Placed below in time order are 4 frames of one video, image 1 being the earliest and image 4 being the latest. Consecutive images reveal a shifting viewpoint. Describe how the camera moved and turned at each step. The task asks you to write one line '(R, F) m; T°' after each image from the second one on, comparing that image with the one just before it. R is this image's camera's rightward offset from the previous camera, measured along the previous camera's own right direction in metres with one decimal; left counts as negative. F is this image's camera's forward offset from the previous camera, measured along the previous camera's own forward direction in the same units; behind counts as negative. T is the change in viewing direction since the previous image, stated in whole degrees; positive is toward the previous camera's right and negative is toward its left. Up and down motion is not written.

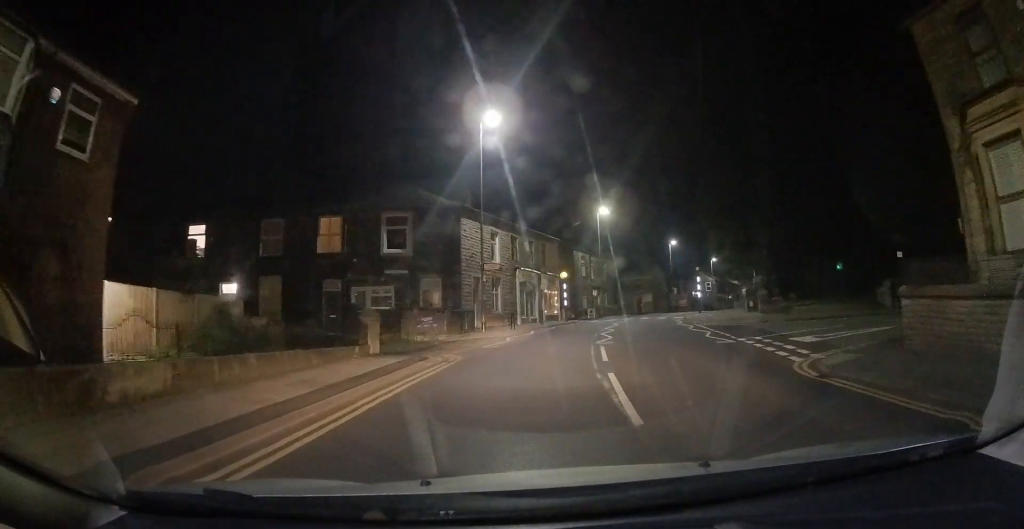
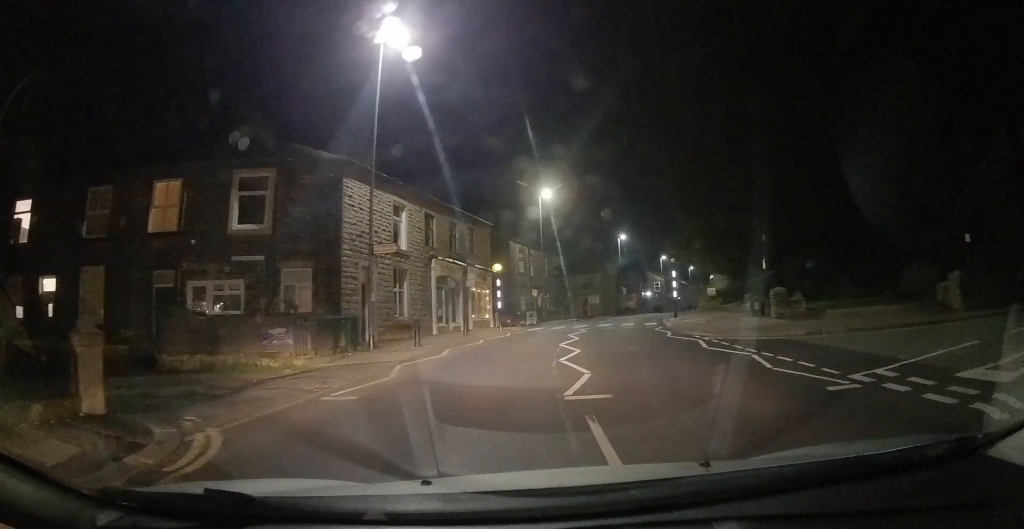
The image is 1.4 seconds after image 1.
(+0.3, +11.6) m; +1°
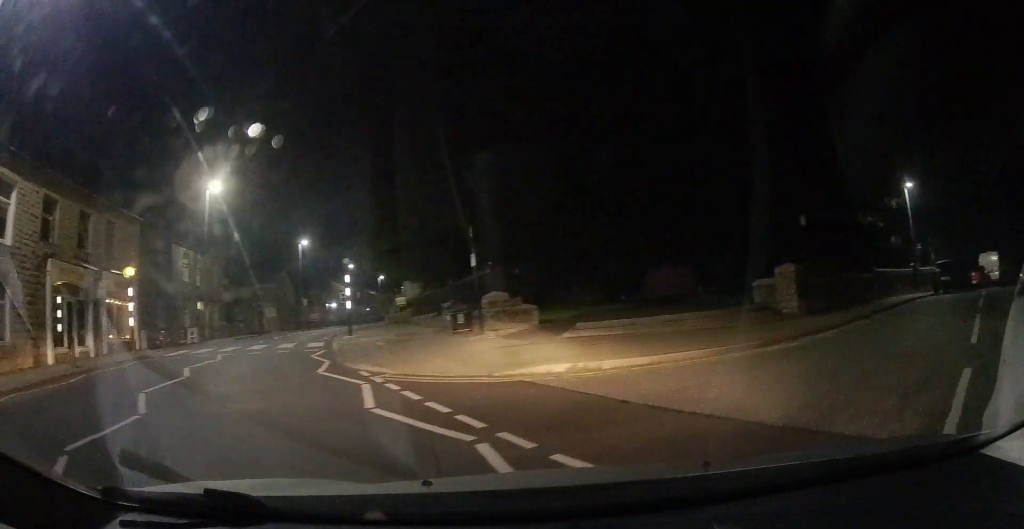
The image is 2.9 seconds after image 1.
(+0.8, +6.9) m; +35°
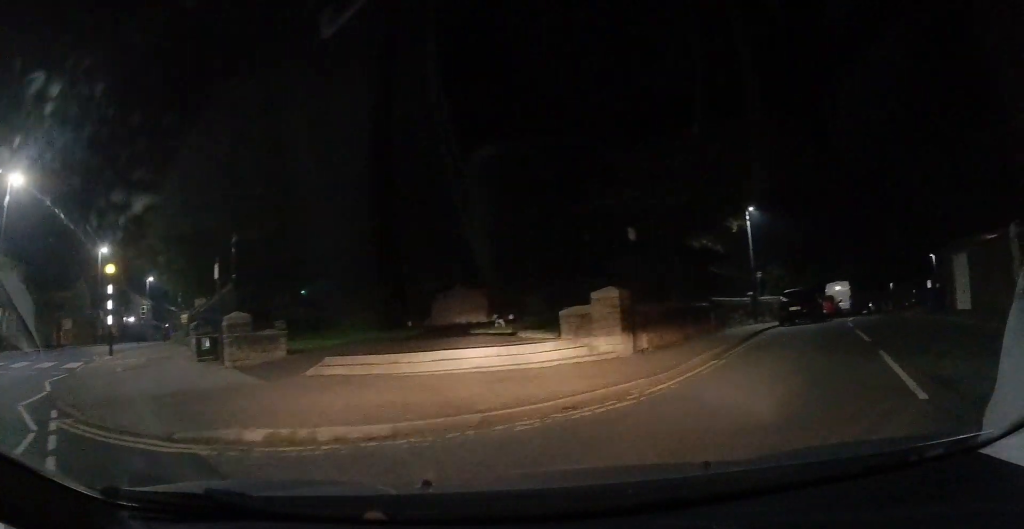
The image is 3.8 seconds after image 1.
(+1.1, +2.8) m; +31°
